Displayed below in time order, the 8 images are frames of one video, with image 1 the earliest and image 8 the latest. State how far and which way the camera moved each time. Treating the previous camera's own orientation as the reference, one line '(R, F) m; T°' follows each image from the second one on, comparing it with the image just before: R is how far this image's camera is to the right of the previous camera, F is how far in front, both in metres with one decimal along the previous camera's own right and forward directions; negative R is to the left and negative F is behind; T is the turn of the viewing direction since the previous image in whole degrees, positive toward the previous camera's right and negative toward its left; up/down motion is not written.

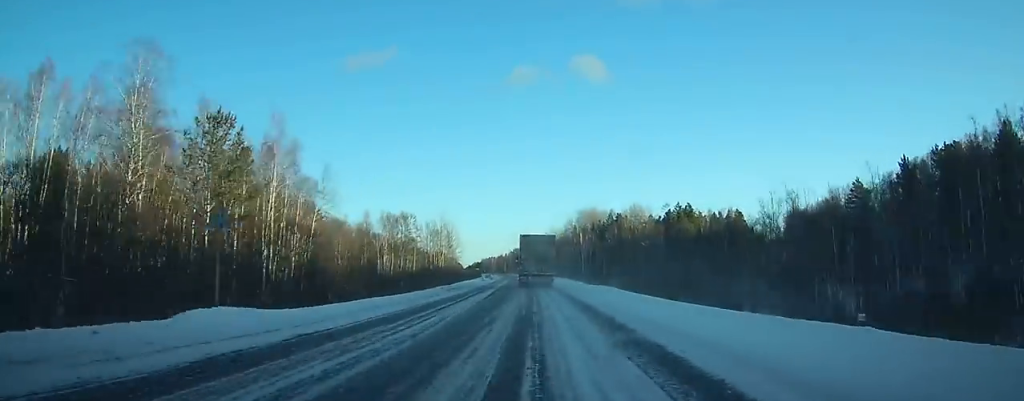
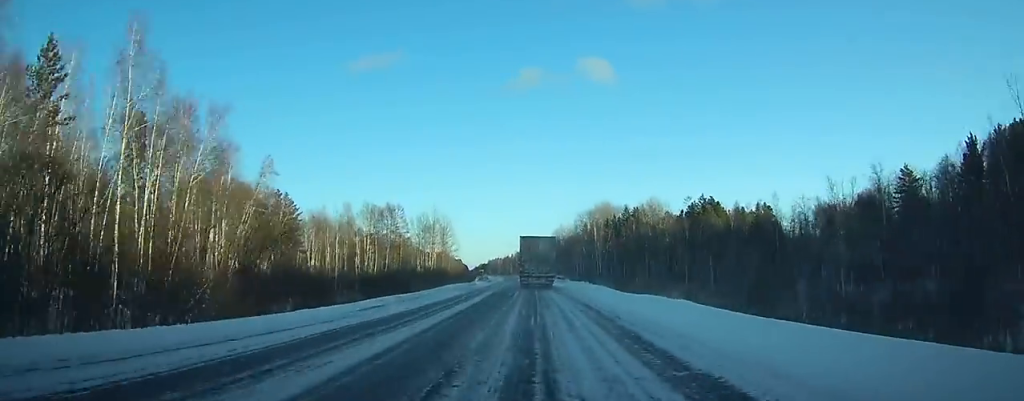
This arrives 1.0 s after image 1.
(-0.2, +20.6) m; -1°
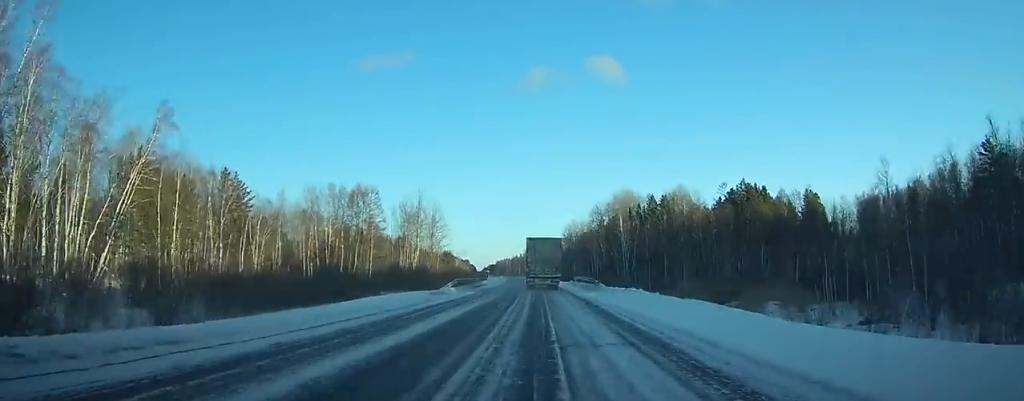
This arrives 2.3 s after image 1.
(-0.3, +27.5) m; -1°
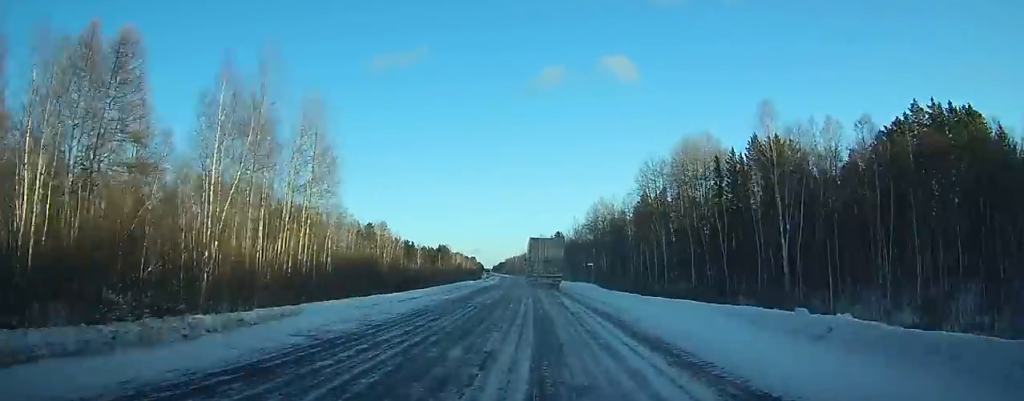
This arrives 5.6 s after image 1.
(-0.4, +68.4) m; -1°
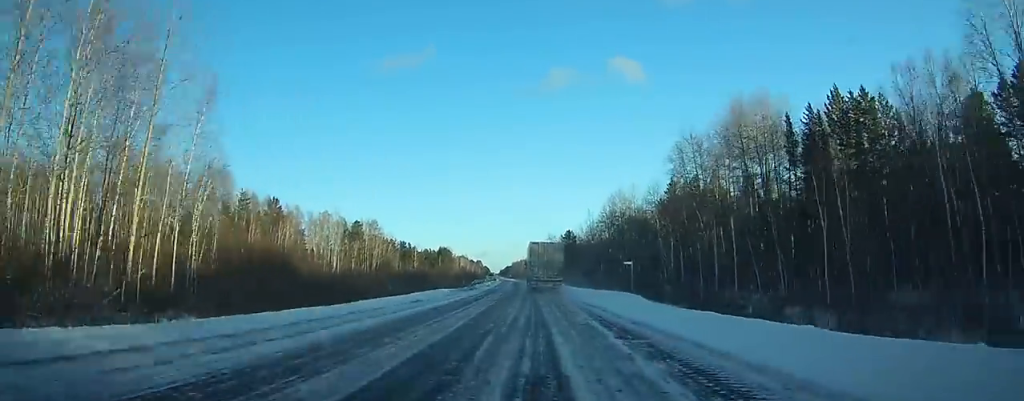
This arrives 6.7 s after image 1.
(0.0, +24.2) m; 0°
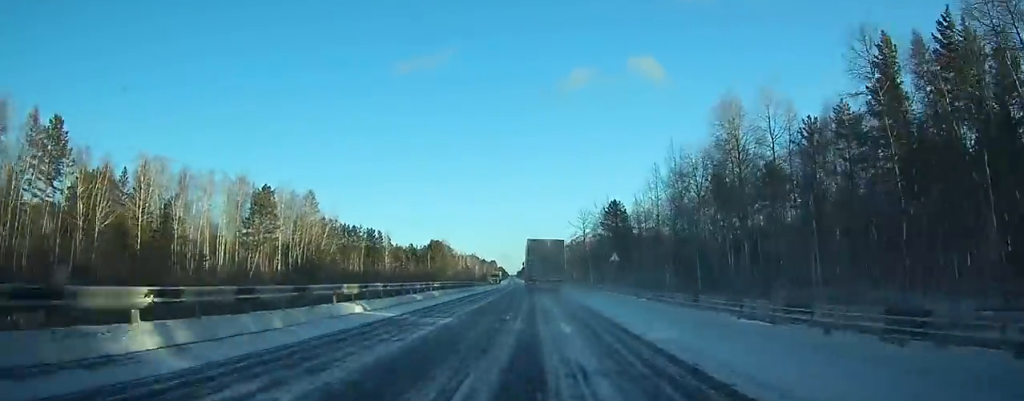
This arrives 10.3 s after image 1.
(-0.8, +77.7) m; -1°
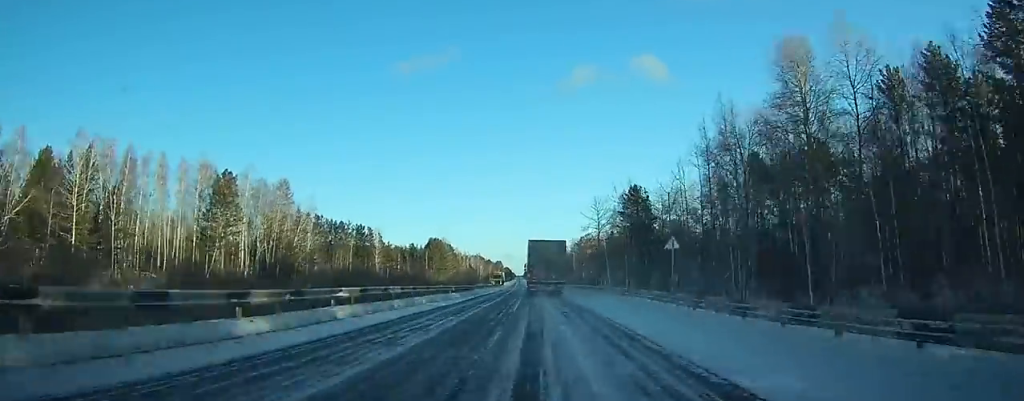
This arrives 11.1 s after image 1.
(0.0, +18.2) m; 0°
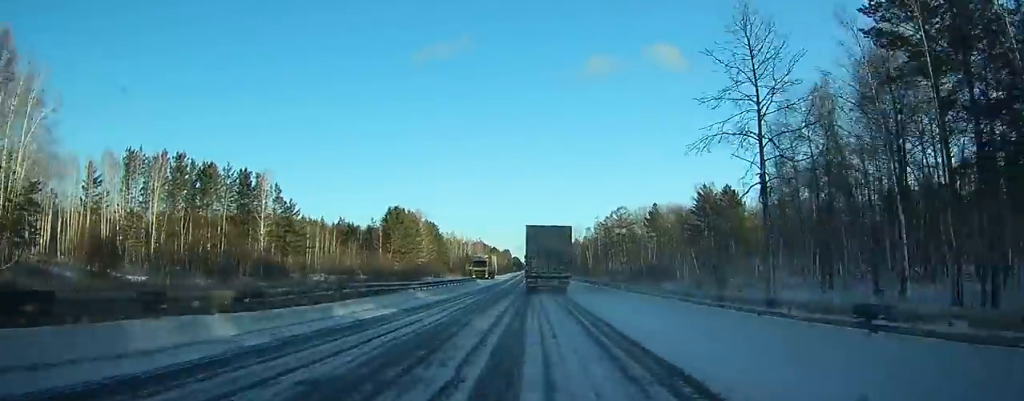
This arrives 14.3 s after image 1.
(-1.0, +75.1) m; -2°
